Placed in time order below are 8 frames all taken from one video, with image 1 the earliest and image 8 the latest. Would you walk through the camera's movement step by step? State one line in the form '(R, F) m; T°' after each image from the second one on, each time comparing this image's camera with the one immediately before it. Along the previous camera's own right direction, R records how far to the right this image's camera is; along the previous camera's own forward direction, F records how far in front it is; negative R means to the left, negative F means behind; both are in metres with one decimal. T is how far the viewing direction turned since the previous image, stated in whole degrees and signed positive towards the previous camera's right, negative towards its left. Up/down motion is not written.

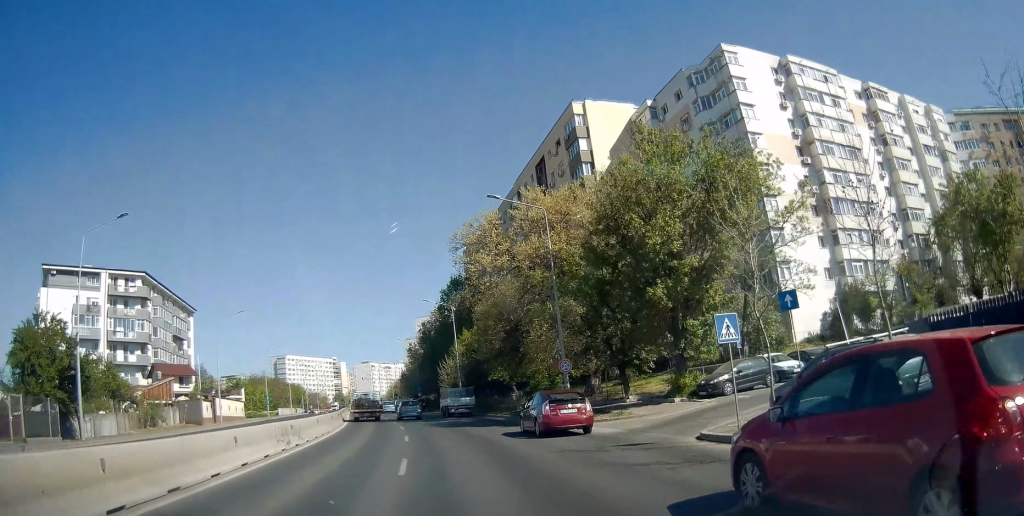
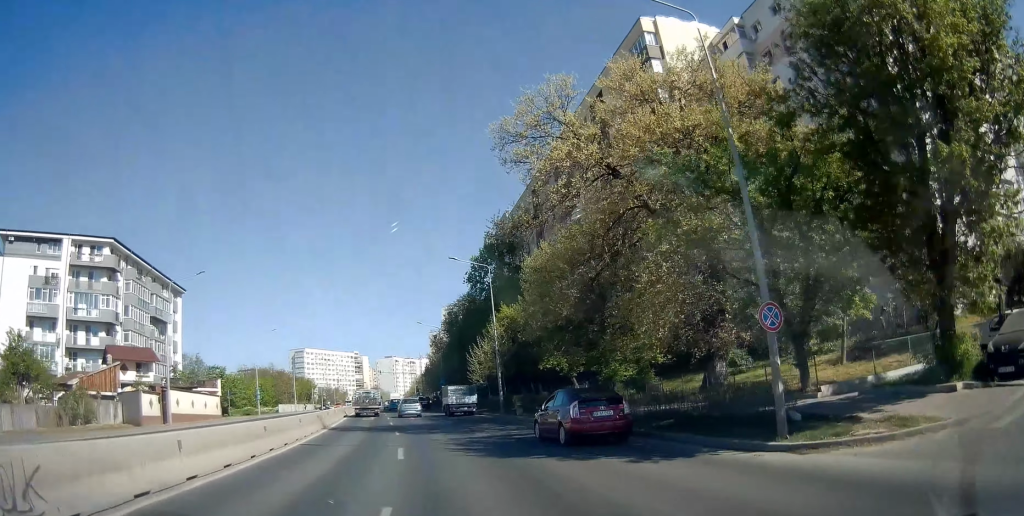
(-0.4, +15.5) m; -3°
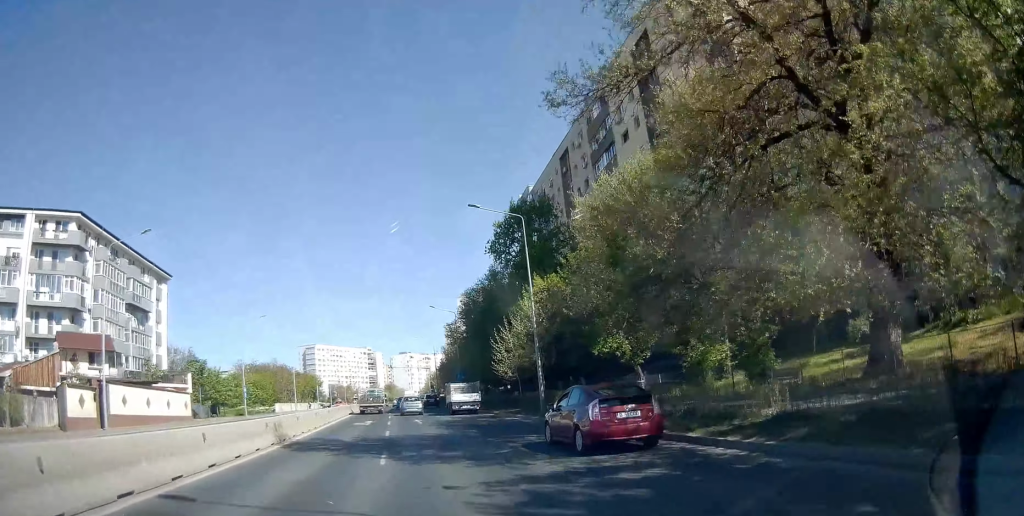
(-0.1, +10.3) m; -2°
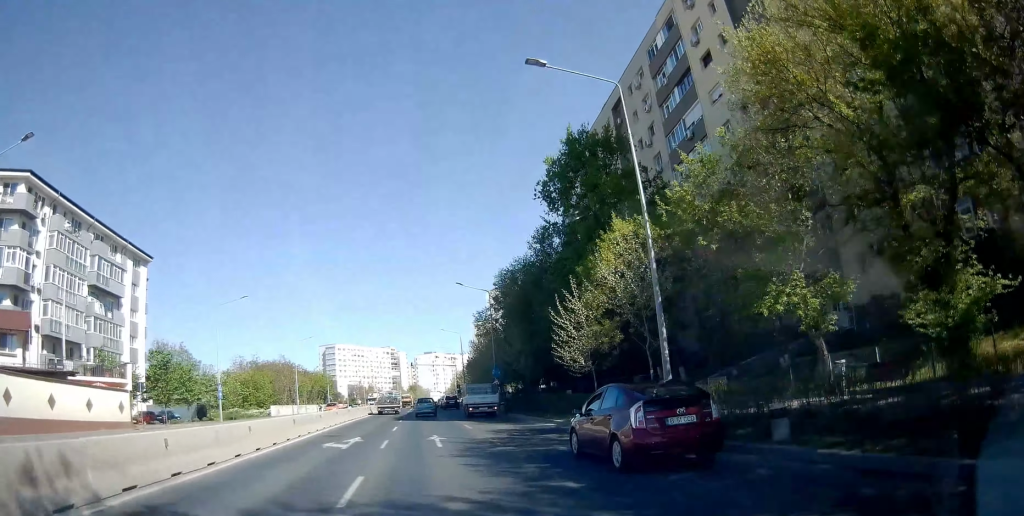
(-0.3, +13.6) m; -2°
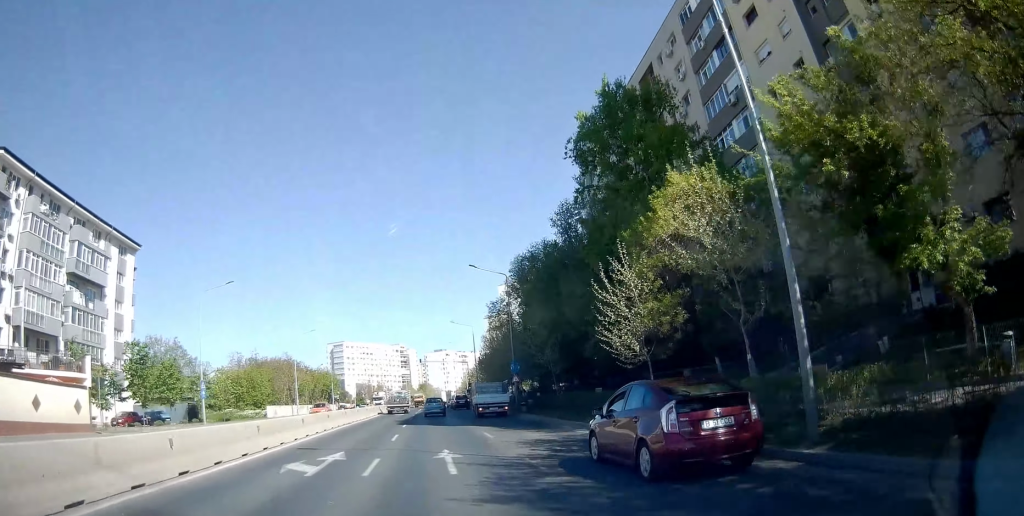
(0.0, +5.7) m; -1°
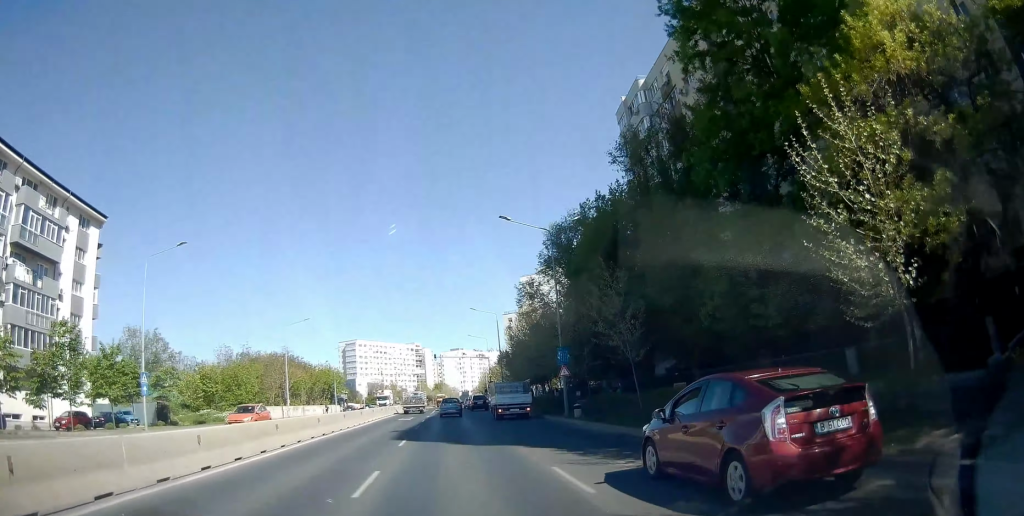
(-0.1, +11.1) m; -1°
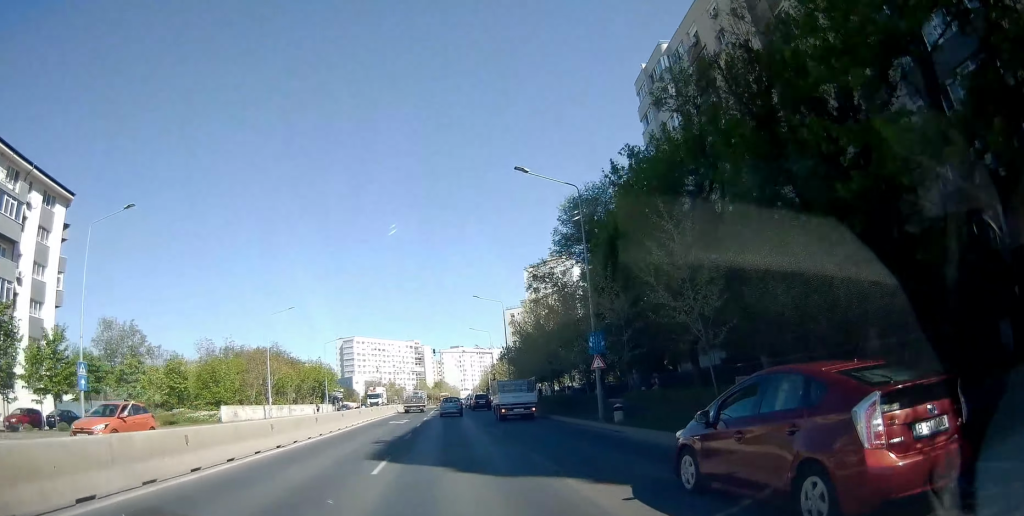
(0.0, +6.5) m; 0°
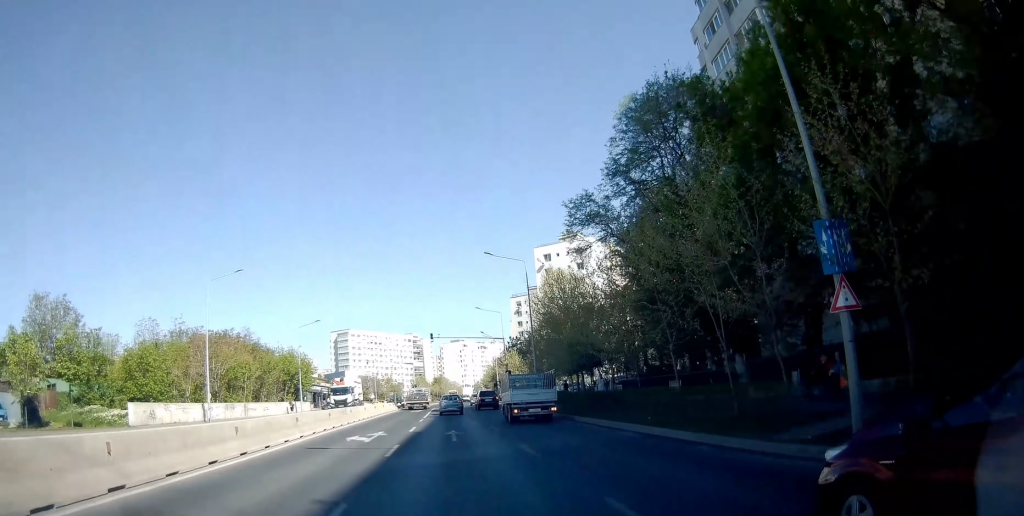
(-0.1, +15.3) m; 0°
